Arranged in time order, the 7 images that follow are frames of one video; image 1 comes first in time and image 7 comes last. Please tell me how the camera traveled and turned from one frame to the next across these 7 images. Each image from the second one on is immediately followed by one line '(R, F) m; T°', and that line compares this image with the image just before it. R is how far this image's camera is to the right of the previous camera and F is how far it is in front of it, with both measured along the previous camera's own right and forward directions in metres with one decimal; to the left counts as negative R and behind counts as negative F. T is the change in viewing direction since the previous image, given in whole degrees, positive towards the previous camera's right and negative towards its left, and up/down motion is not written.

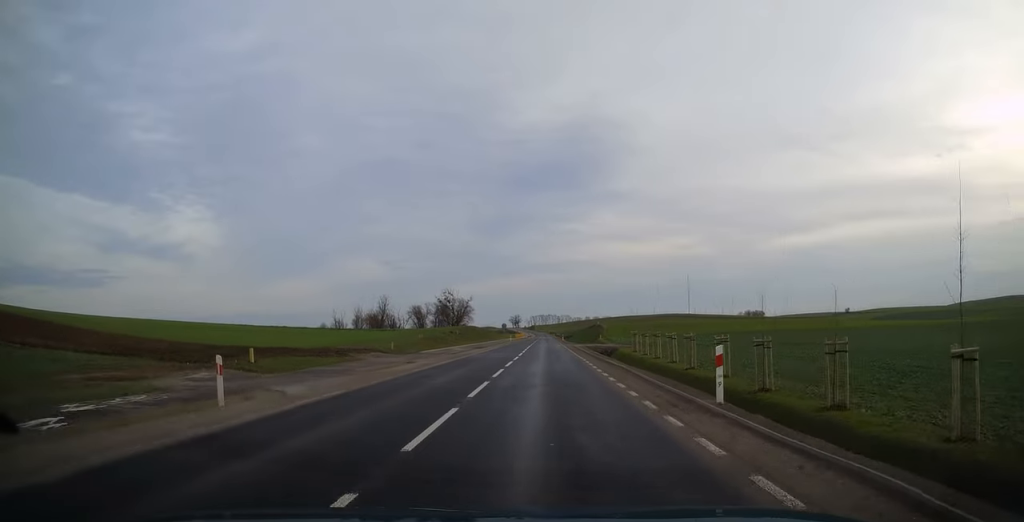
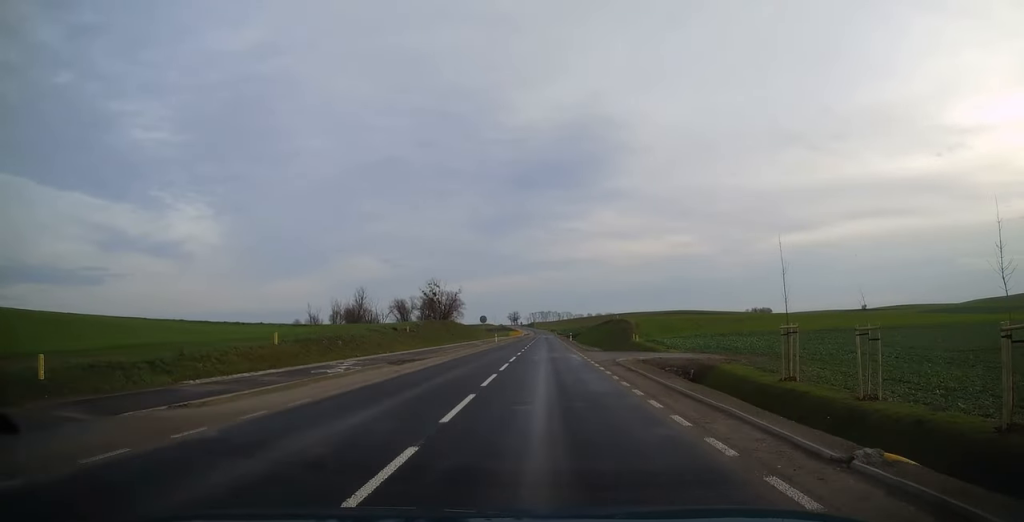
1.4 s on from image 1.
(+0.1, +32.2) m; -1°
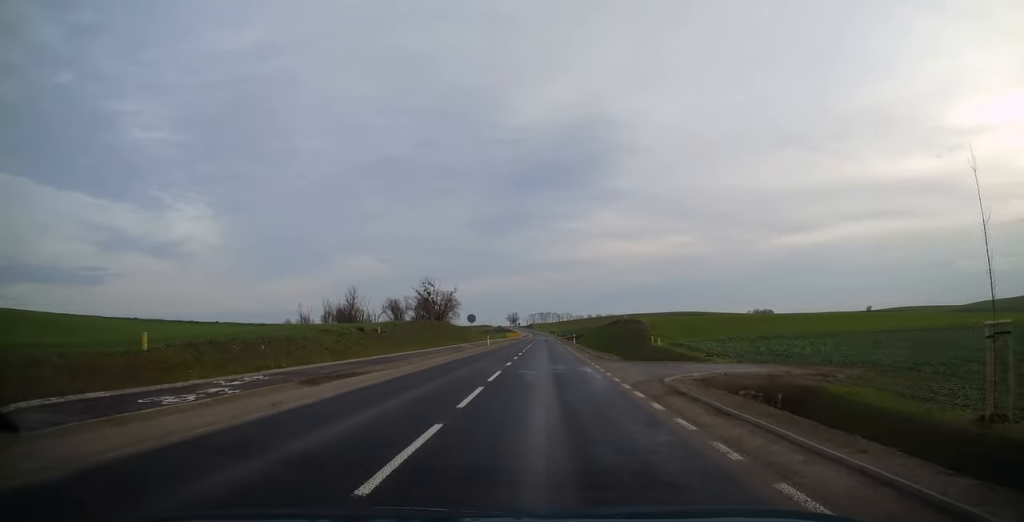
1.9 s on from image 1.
(-0.1, +9.7) m; 0°
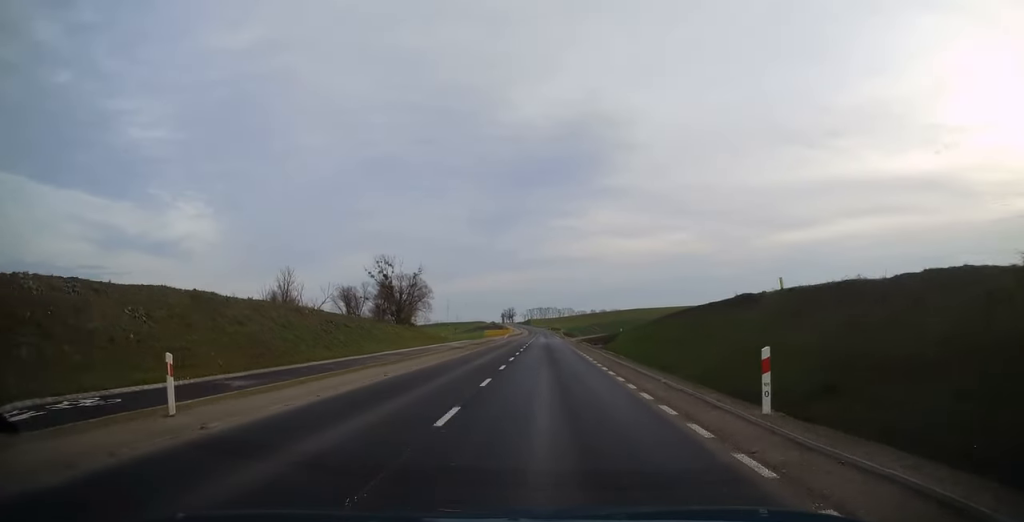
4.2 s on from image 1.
(+0.7, +56.7) m; +1°
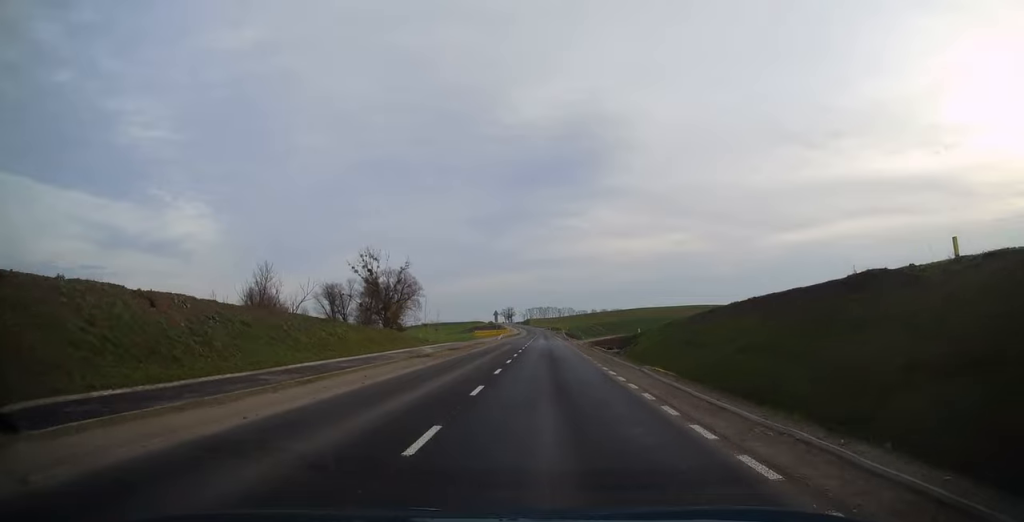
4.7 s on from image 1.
(0.0, +13.9) m; 0°
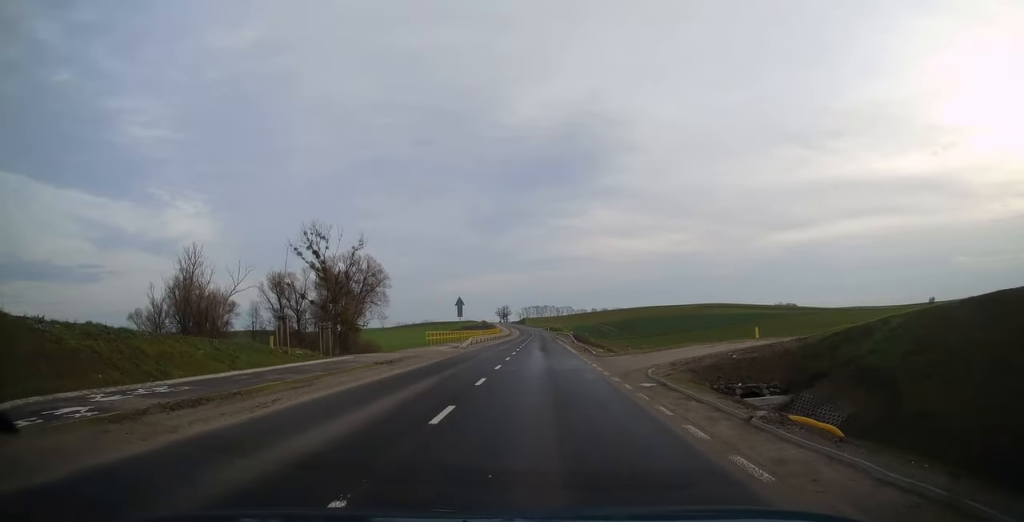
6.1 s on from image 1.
(-0.1, +33.6) m; 0°
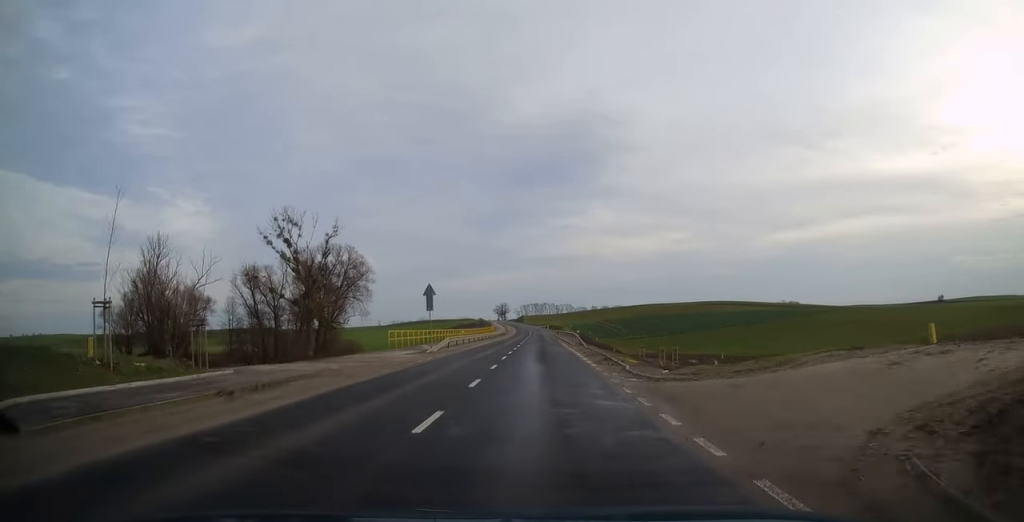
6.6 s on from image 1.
(+0.2, +12.8) m; 0°
